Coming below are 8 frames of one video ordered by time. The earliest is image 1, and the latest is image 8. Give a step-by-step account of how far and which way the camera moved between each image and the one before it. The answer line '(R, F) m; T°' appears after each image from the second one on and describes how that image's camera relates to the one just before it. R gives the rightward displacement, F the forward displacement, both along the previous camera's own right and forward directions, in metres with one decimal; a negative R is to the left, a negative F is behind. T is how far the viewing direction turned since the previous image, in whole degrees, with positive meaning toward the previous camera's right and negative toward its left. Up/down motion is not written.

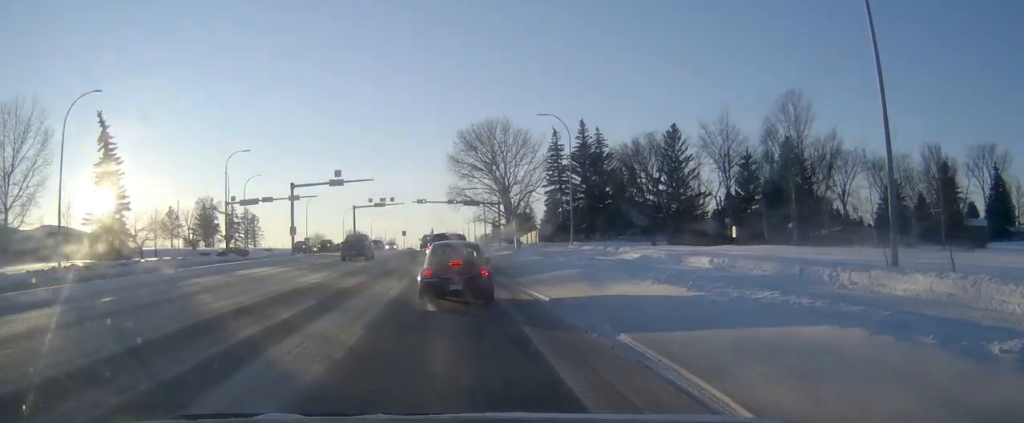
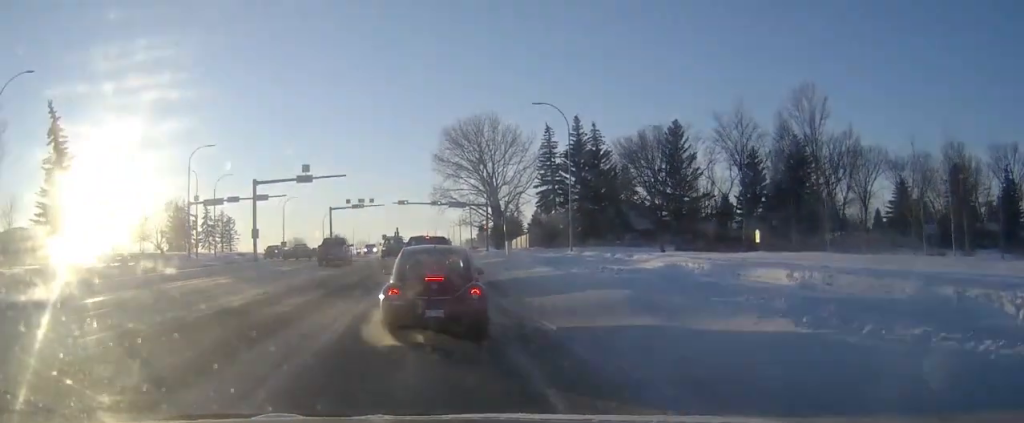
(+0.2, +6.5) m; +3°
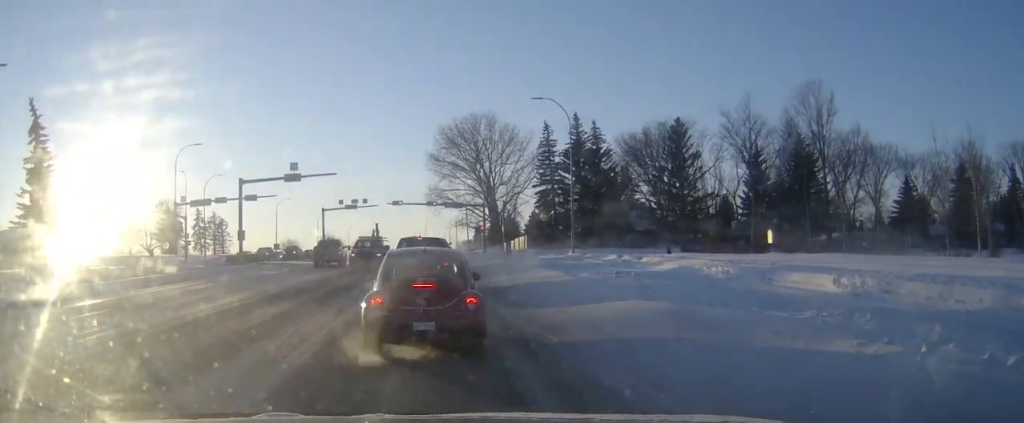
(0.0, +2.1) m; +1°
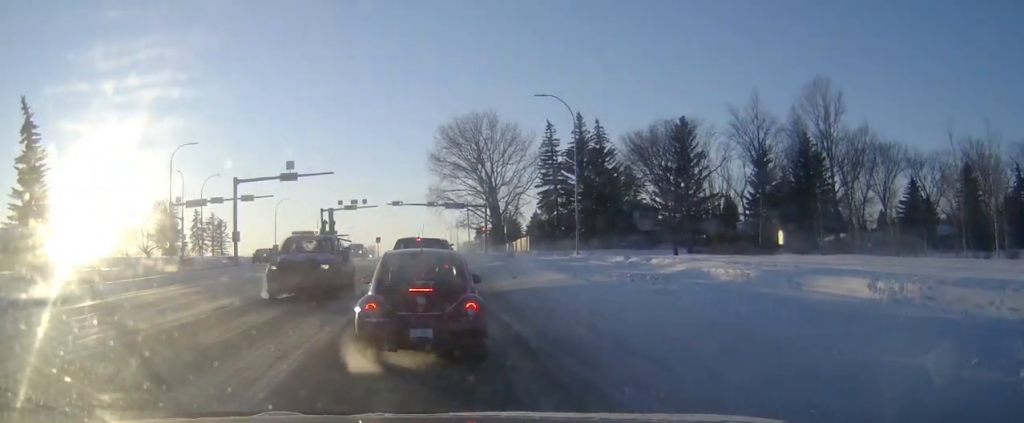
(0.0, +0.9) m; 0°
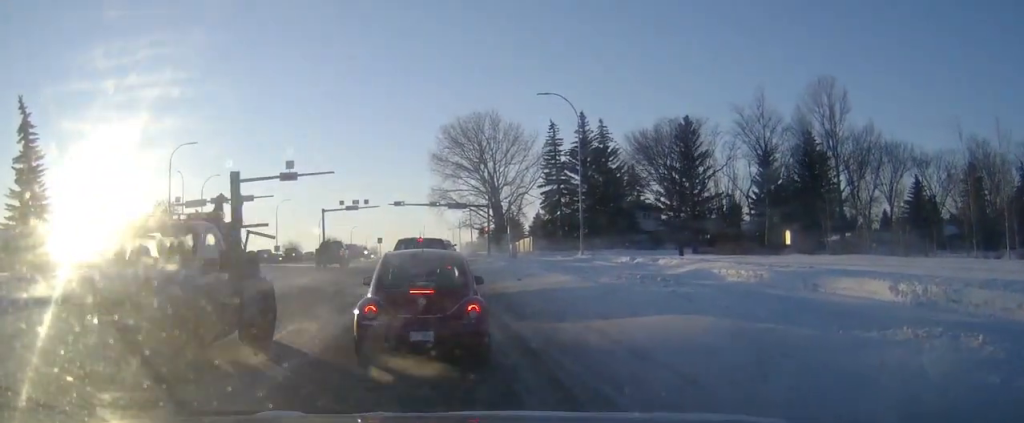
(0.0, +0.3) m; 0°
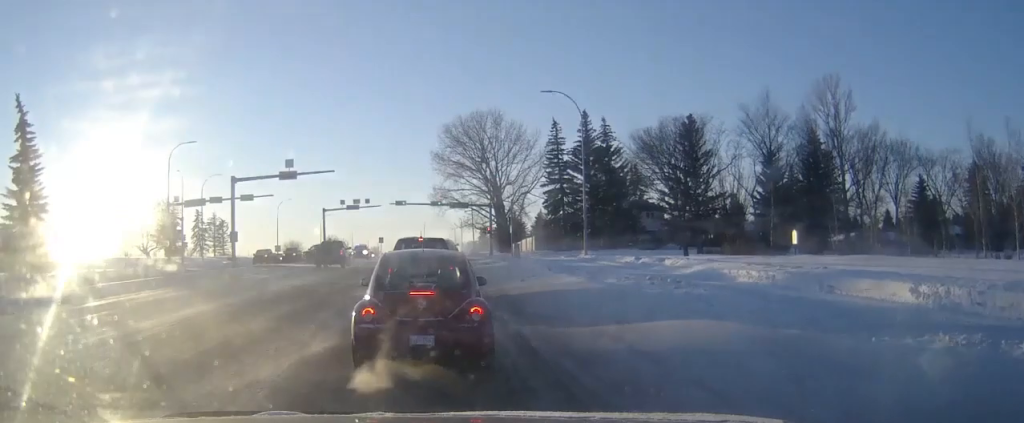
(+0.1, +0.2) m; 0°
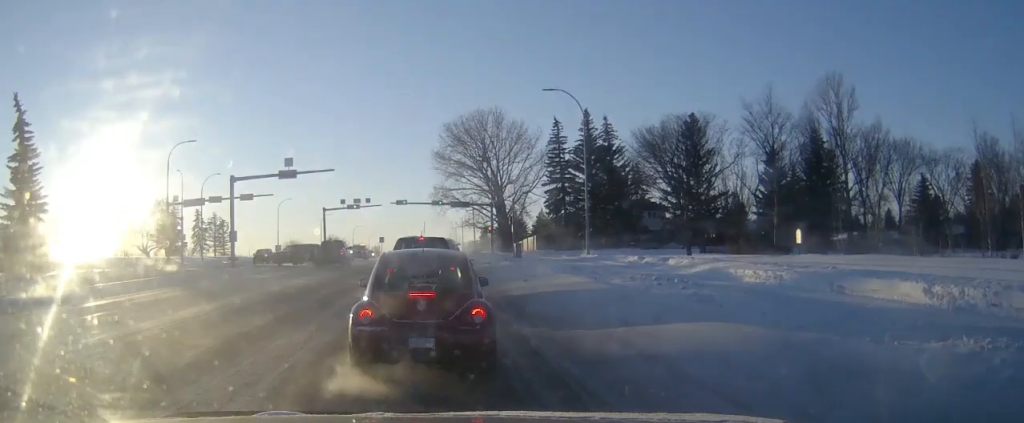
(+0.1, +0.2) m; 0°
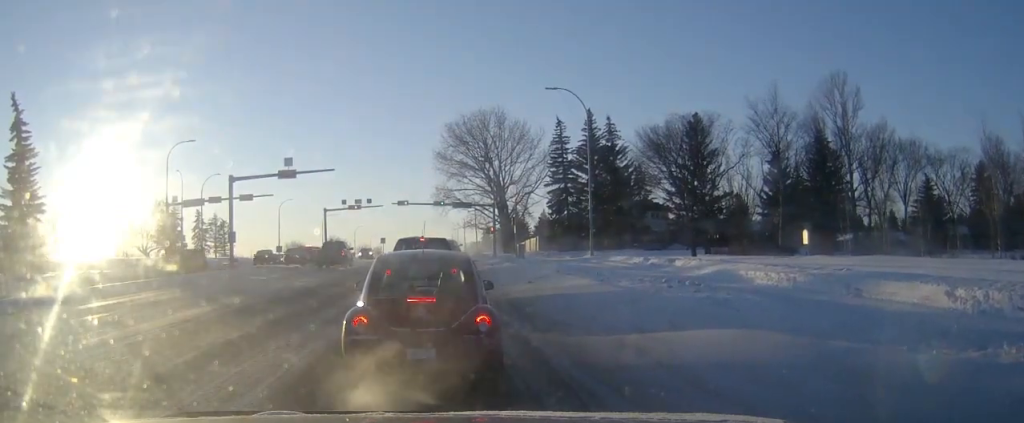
(0.0, +0.5) m; 0°
